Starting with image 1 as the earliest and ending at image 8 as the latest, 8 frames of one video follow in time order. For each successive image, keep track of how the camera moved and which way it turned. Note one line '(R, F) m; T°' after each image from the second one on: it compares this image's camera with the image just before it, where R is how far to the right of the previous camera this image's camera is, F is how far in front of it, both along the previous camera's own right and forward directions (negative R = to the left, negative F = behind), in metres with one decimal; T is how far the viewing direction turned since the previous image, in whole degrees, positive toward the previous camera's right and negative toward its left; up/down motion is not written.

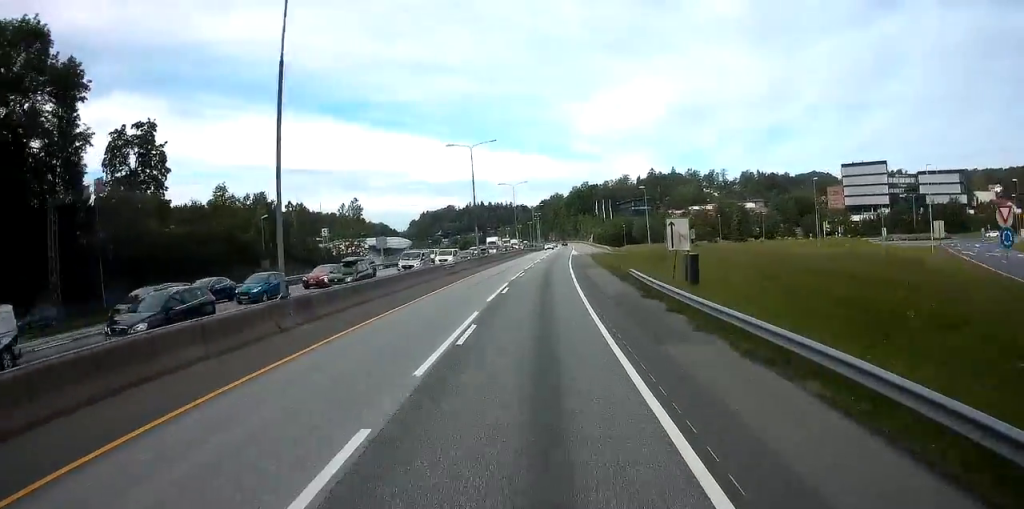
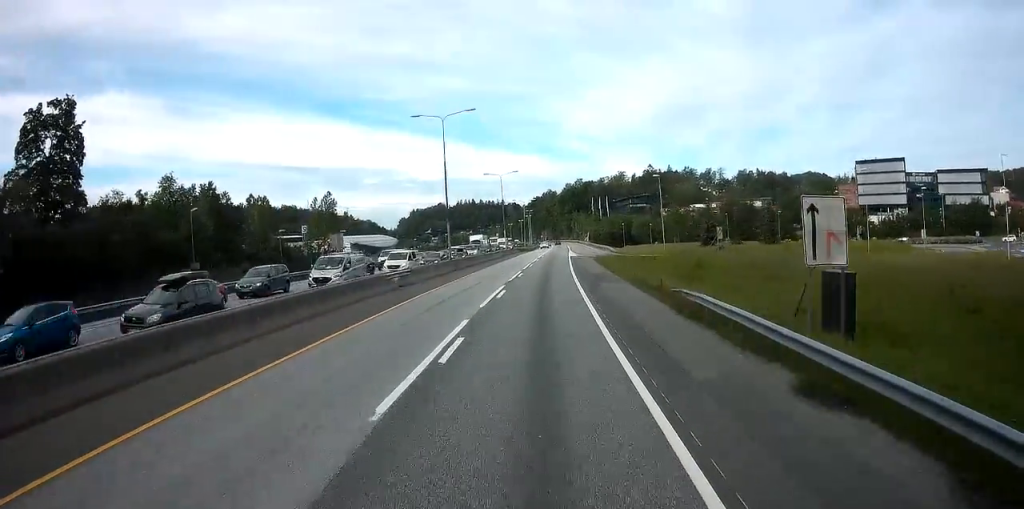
(+0.1, +14.8) m; +1°
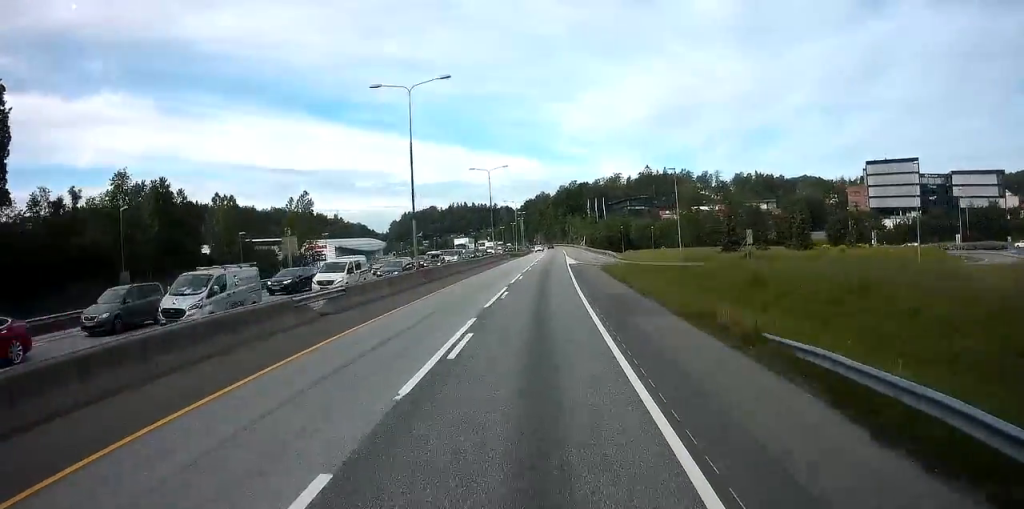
(0.0, +11.0) m; +1°
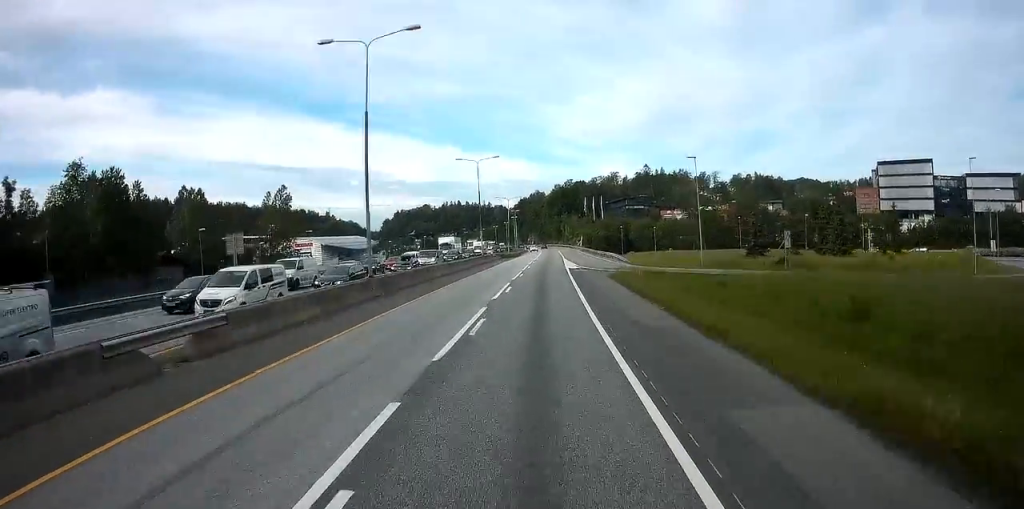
(+0.2, +9.5) m; 0°
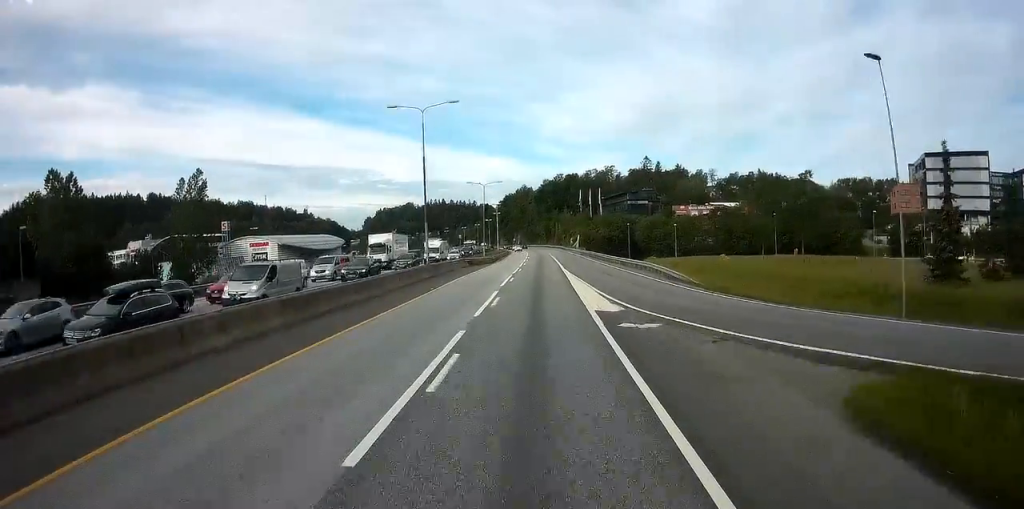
(+0.3, +30.3) m; +1°
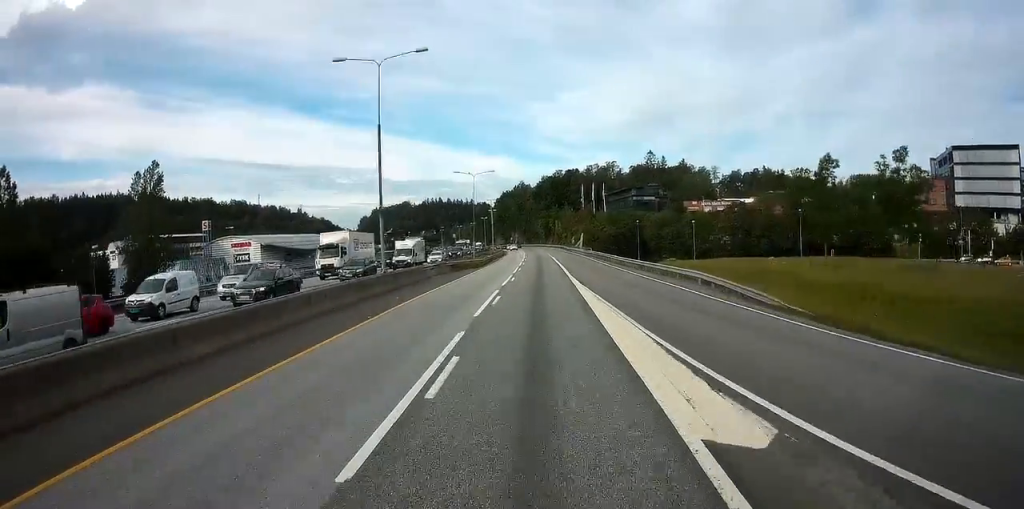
(0.0, +12.8) m; +1°
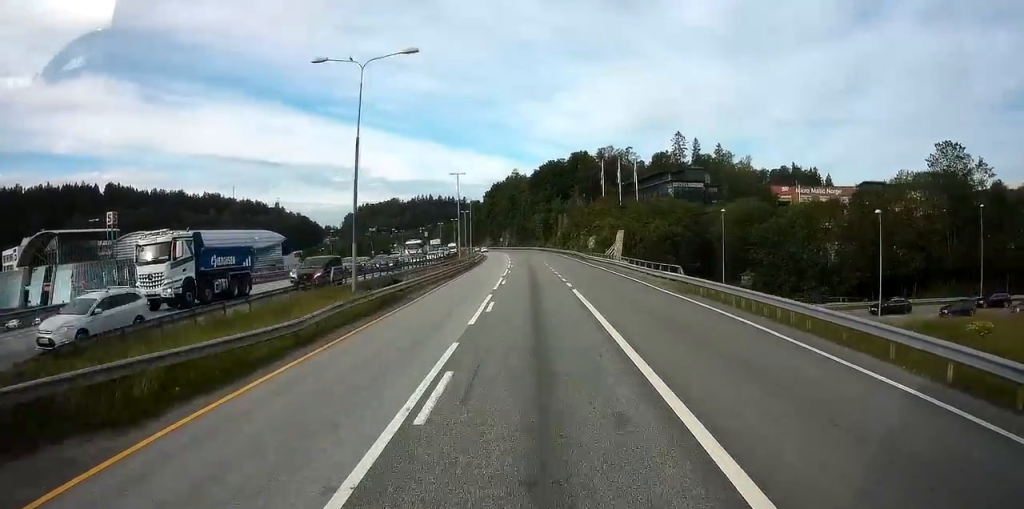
(+0.8, +50.5) m; +1°
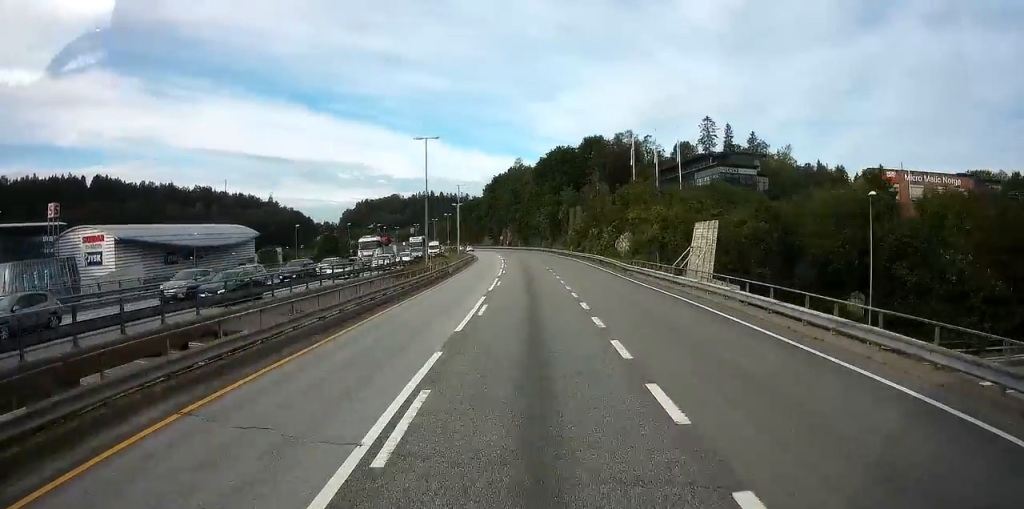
(-0.2, +25.9) m; -1°
